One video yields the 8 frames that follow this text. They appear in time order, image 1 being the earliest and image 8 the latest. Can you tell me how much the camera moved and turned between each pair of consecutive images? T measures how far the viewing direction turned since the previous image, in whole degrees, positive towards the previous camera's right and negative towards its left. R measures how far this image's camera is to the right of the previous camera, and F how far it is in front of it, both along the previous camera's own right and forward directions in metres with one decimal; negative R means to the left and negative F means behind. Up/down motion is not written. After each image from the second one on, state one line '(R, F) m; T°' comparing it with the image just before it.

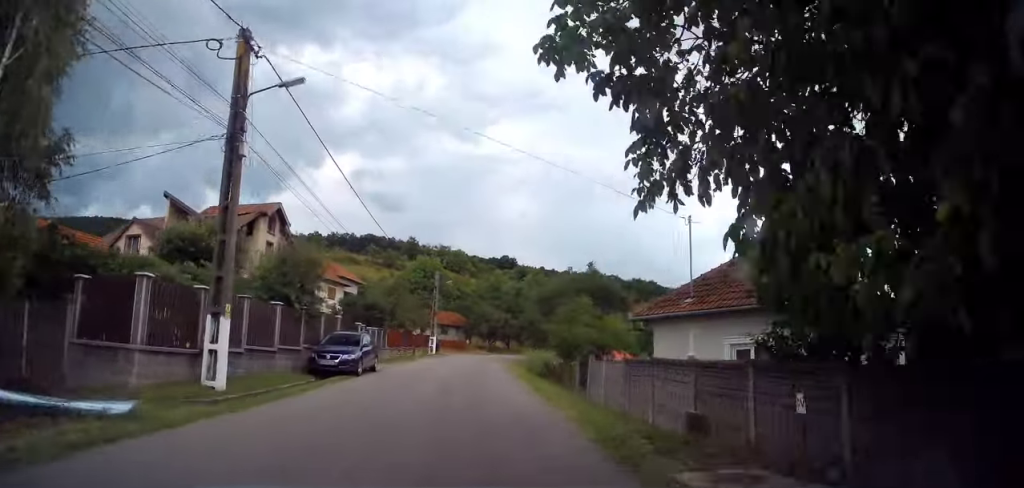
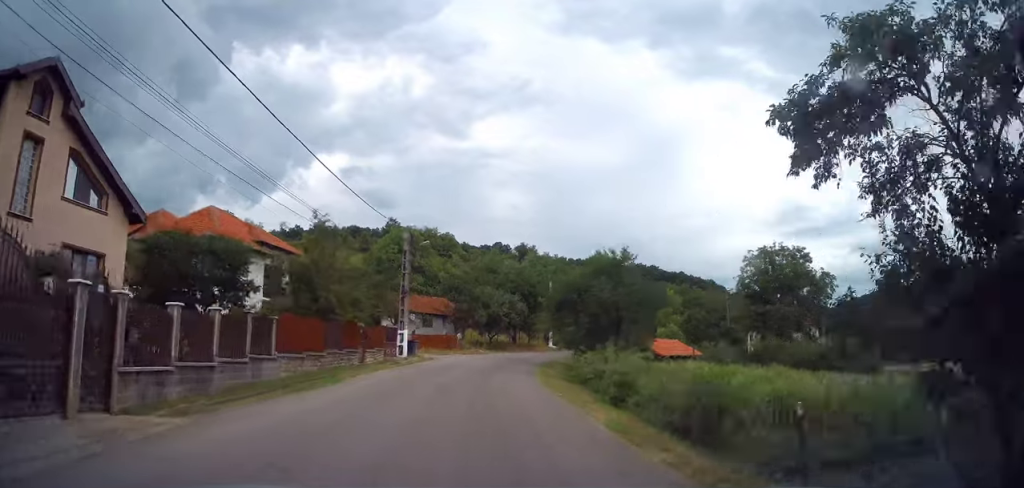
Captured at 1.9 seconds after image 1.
(-0.1, +20.5) m; 0°
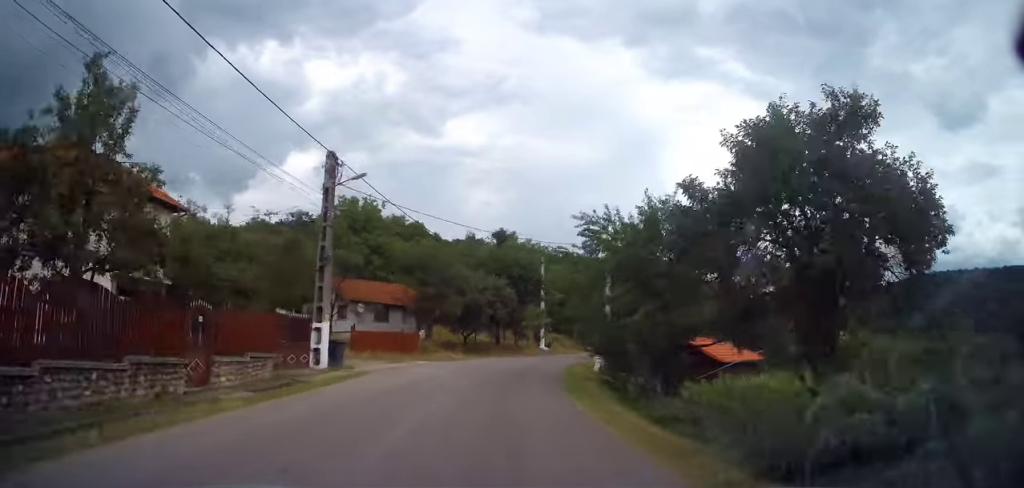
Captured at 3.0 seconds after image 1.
(+0.2, +13.9) m; +3°
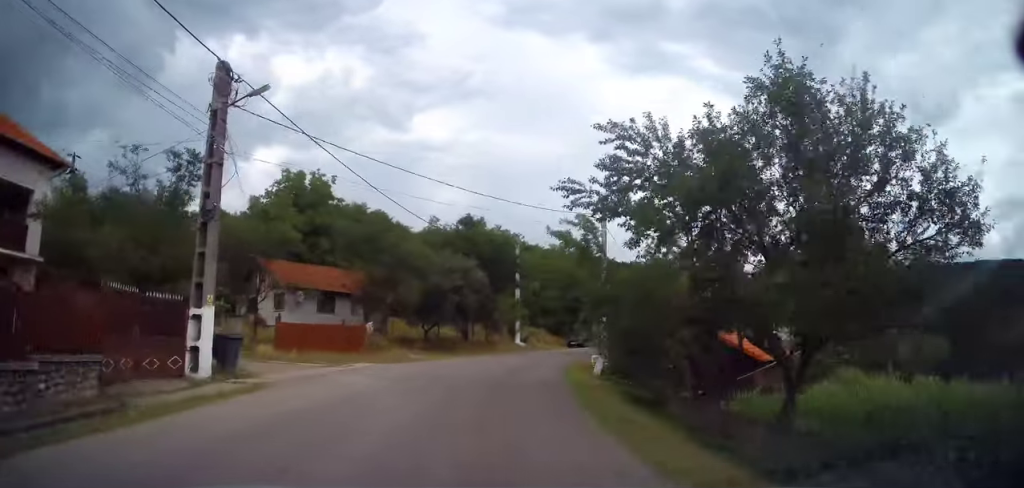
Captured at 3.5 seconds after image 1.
(+0.2, +6.8) m; +3°
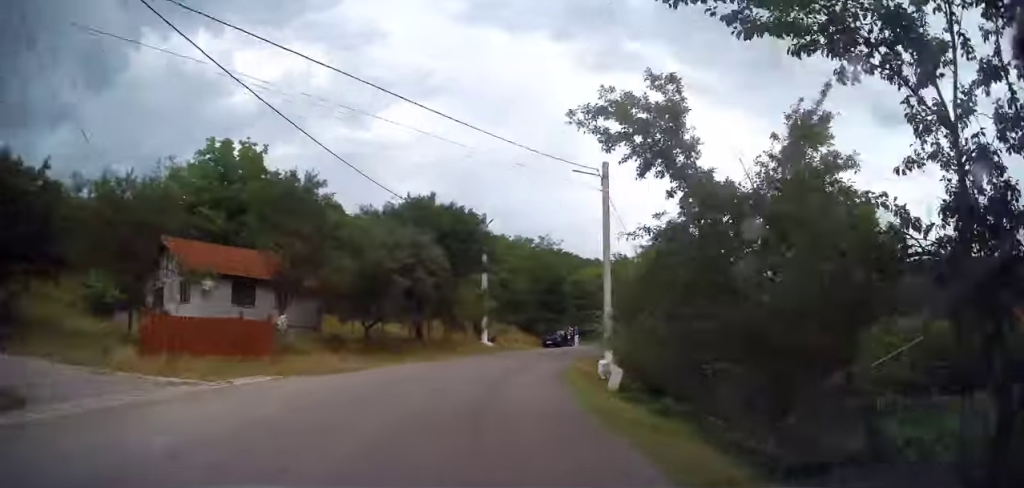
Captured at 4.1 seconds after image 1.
(0.0, +7.3) m; +3°
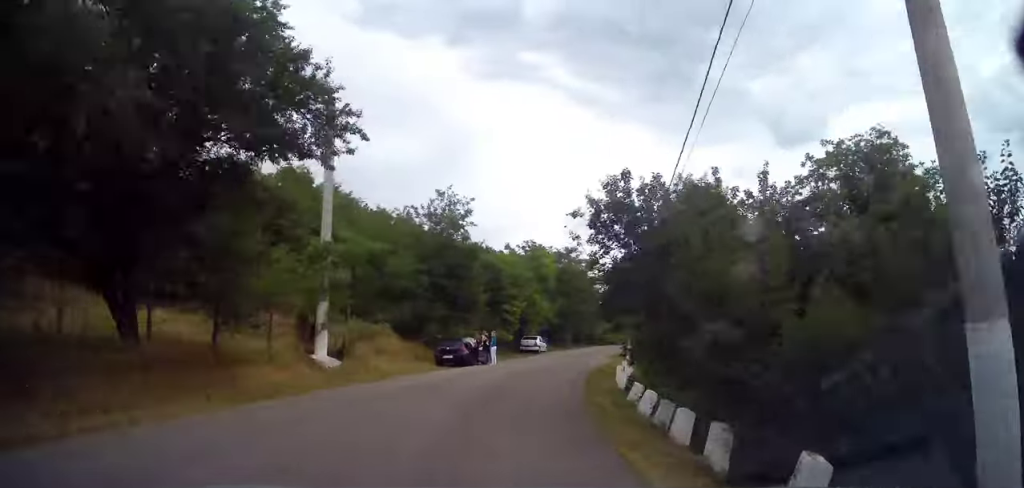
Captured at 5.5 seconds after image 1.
(+2.1, +18.1) m; +13°
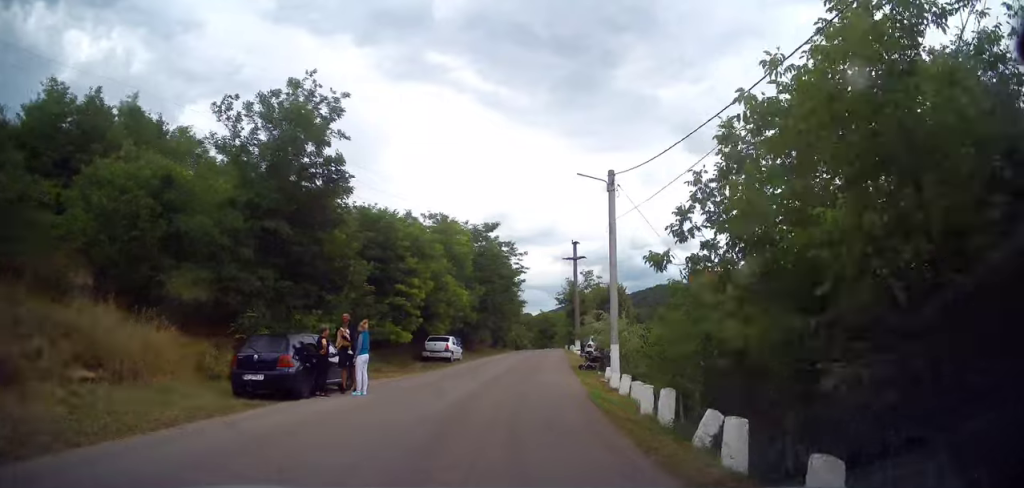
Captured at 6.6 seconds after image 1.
(+1.4, +15.0) m; +9°
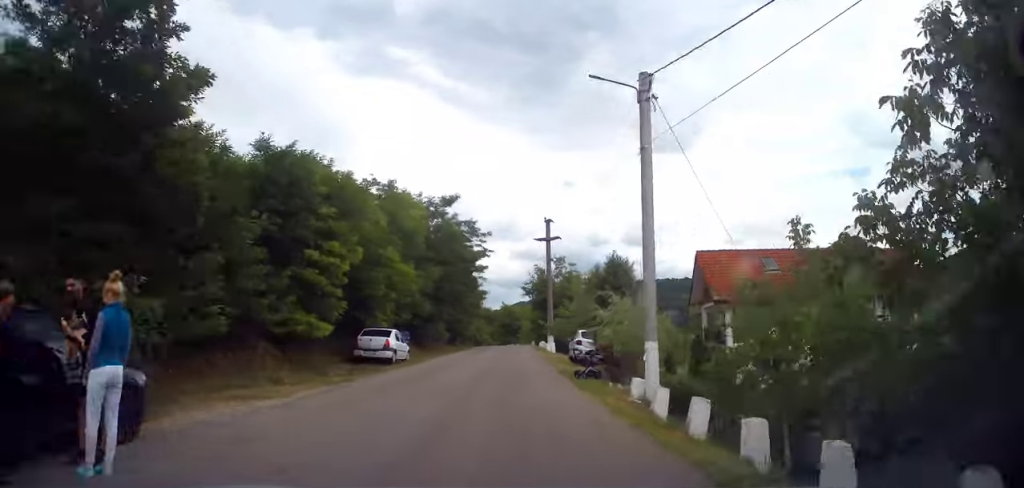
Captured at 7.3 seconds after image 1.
(+0.2, +8.6) m; +4°
